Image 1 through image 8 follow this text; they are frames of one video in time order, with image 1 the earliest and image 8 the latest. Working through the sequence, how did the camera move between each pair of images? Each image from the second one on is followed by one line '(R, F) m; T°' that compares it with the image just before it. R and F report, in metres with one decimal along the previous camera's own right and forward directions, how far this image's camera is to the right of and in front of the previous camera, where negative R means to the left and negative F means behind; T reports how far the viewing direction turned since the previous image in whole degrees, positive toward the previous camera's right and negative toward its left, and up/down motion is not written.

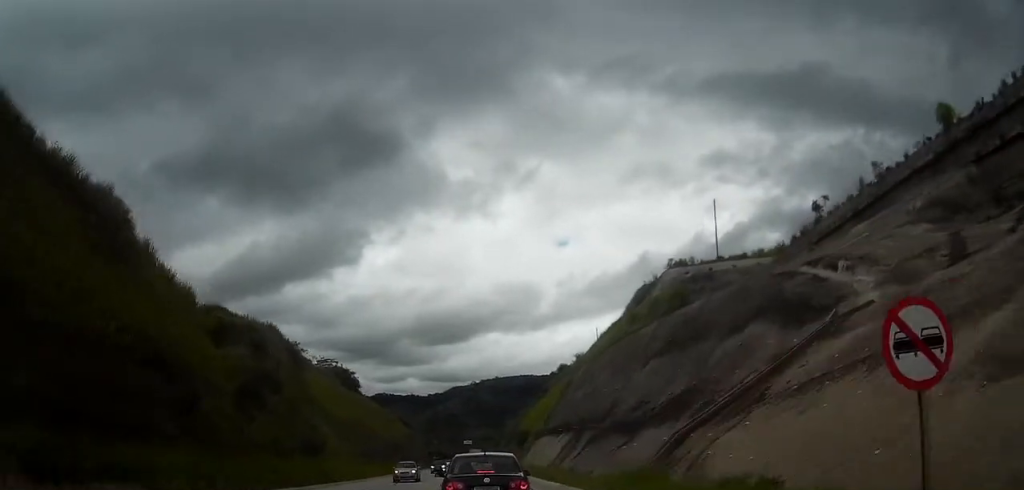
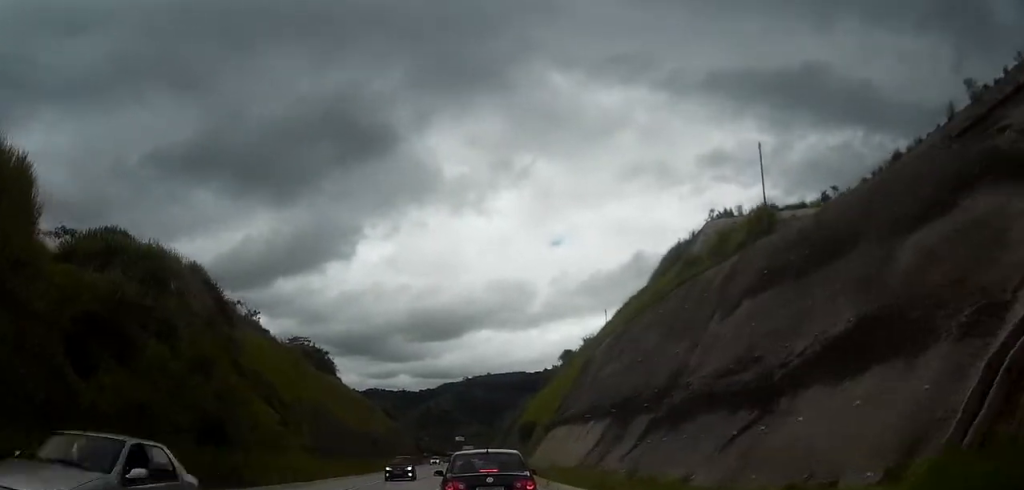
(+0.1, +16.7) m; +1°
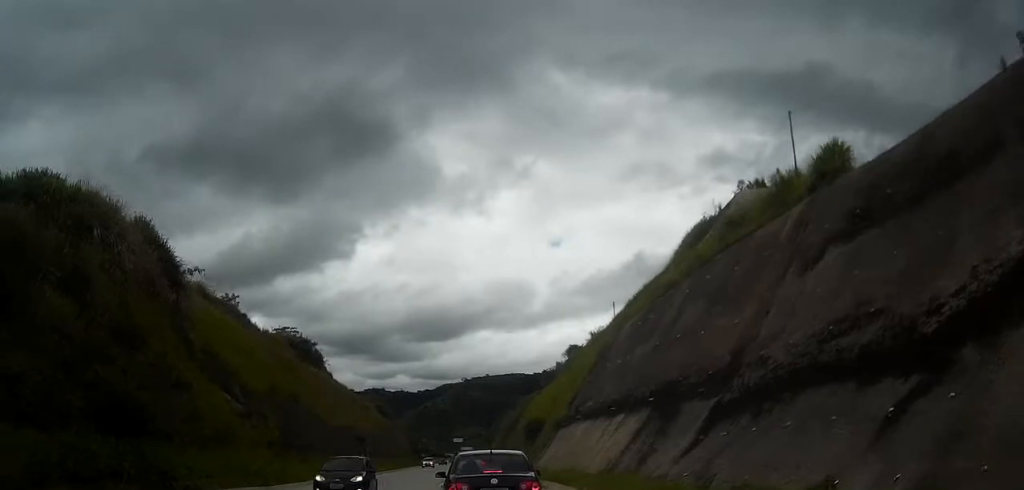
(0.0, +7.9) m; 0°
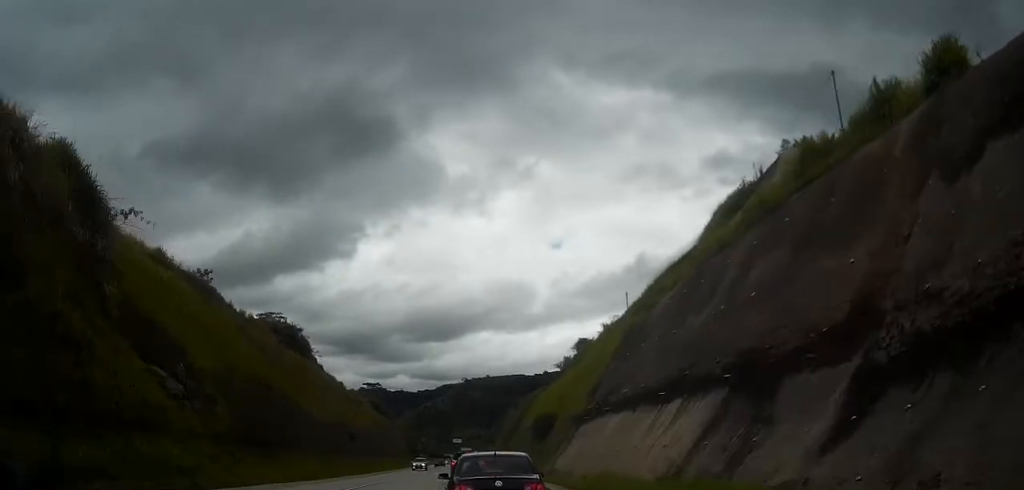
(0.0, +9.1) m; 0°
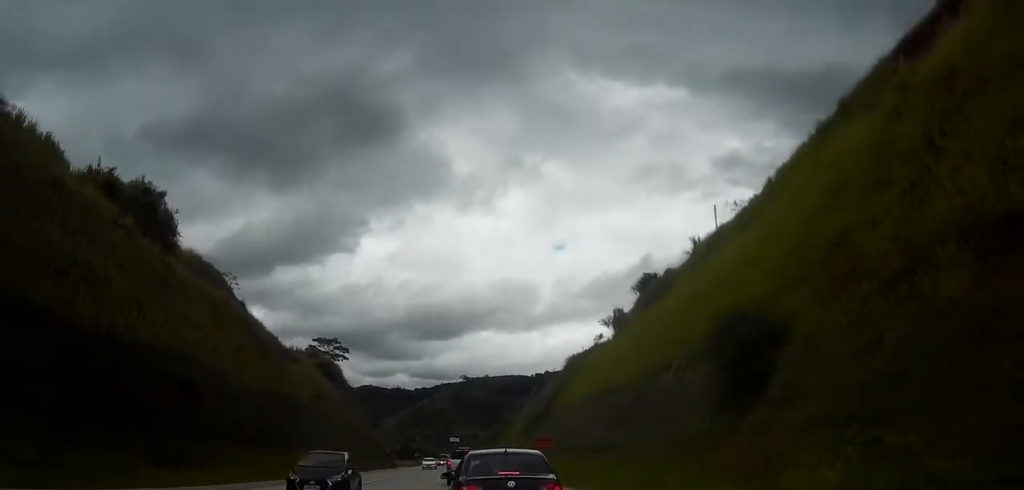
(+0.1, +42.1) m; 0°
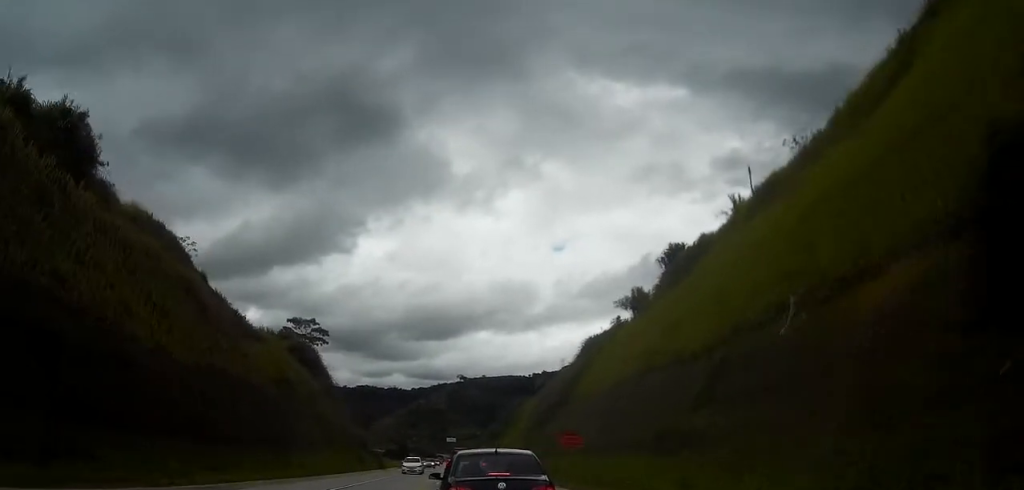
(0.0, +11.0) m; 0°
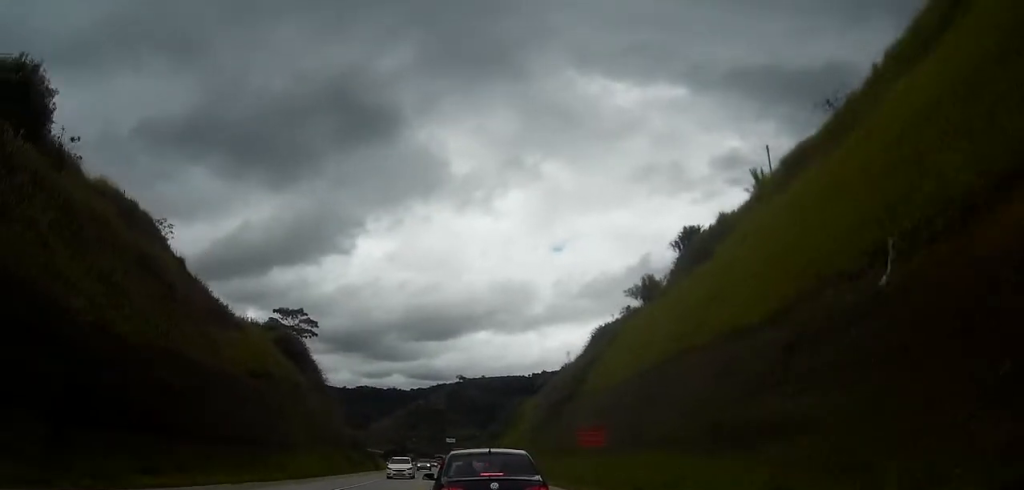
(0.0, +5.0) m; 0°
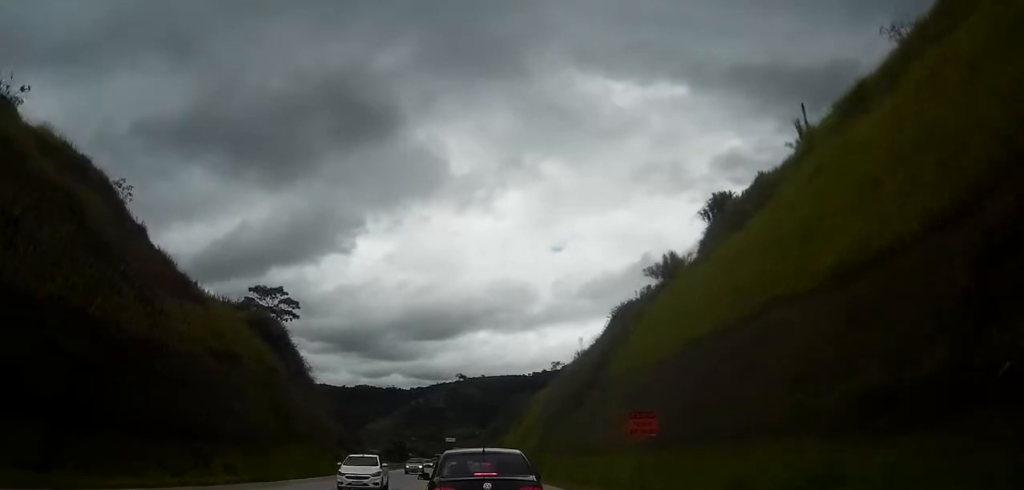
(0.0, +7.8) m; 0°
